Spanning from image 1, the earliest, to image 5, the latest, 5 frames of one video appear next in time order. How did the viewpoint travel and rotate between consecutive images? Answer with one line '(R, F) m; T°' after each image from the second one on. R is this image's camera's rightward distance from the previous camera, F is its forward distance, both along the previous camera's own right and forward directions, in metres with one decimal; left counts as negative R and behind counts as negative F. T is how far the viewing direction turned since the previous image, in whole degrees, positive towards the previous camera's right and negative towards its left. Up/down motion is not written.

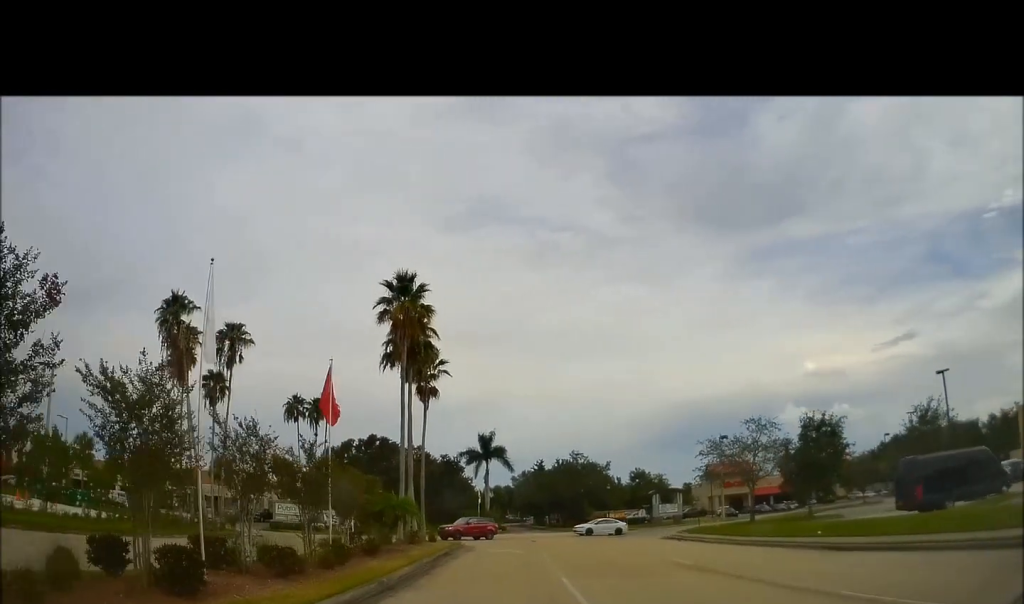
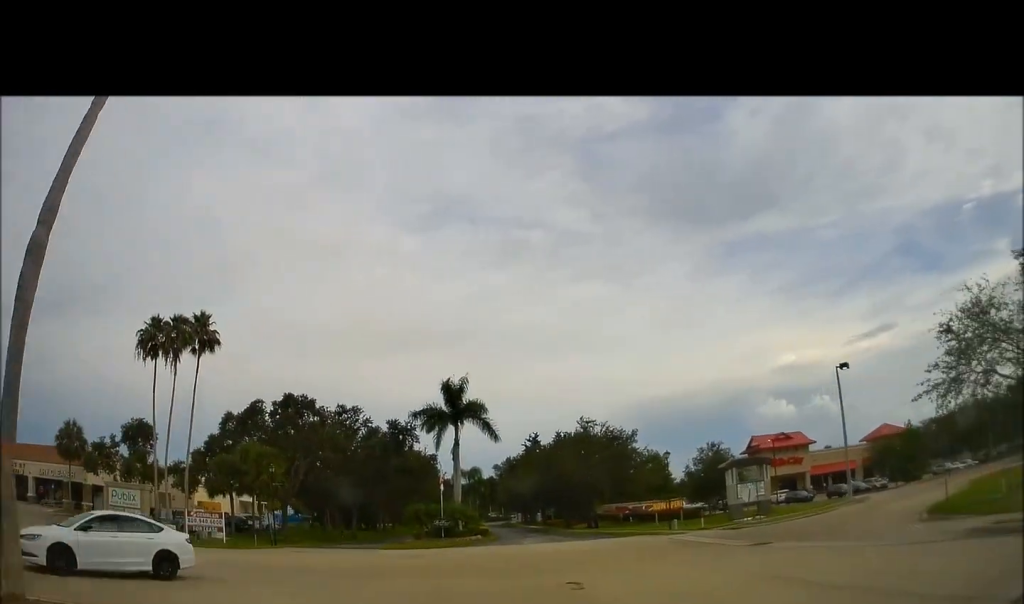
(+4.9, +30.8) m; +9°
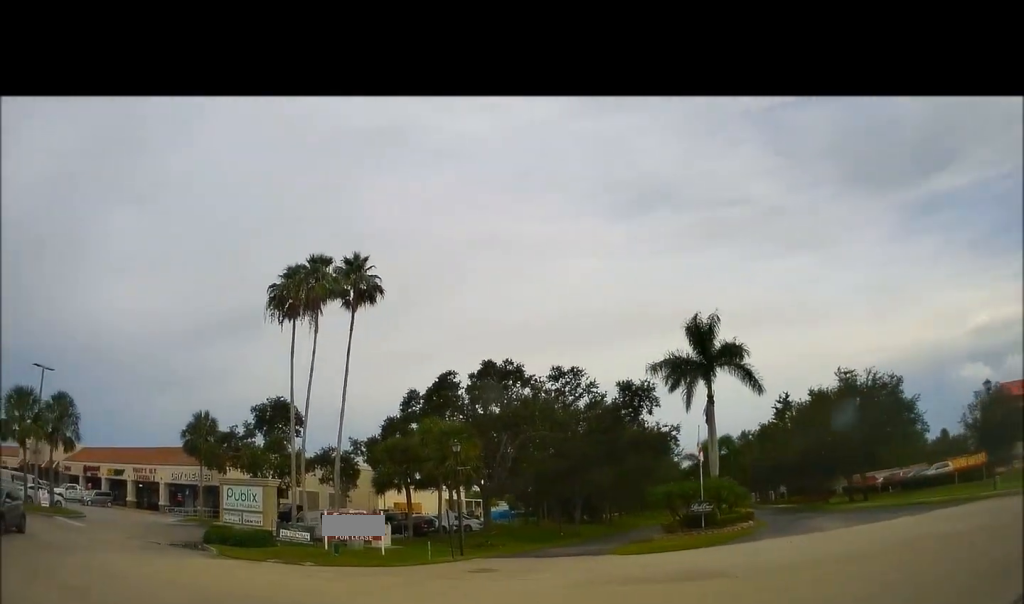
(-0.9, +14.0) m; -11°
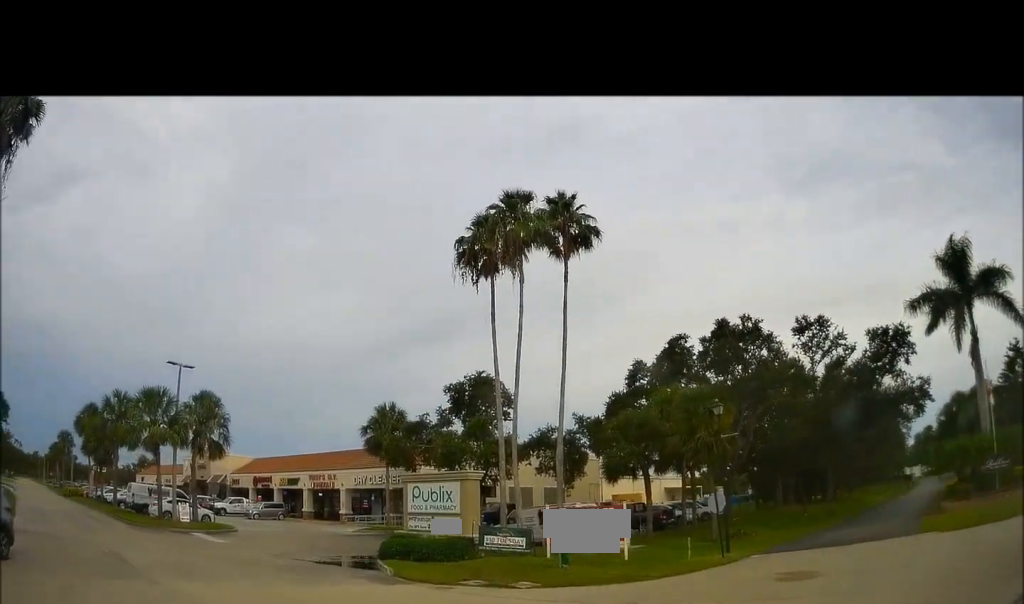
(-0.6, +7.0) m; -12°
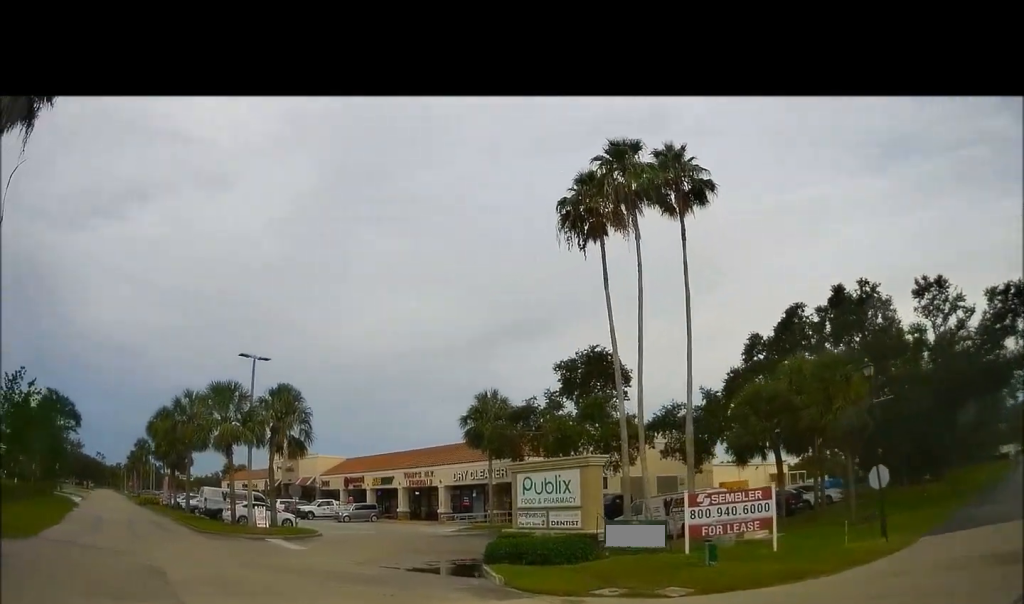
(-0.2, +3.1) m; -10°
